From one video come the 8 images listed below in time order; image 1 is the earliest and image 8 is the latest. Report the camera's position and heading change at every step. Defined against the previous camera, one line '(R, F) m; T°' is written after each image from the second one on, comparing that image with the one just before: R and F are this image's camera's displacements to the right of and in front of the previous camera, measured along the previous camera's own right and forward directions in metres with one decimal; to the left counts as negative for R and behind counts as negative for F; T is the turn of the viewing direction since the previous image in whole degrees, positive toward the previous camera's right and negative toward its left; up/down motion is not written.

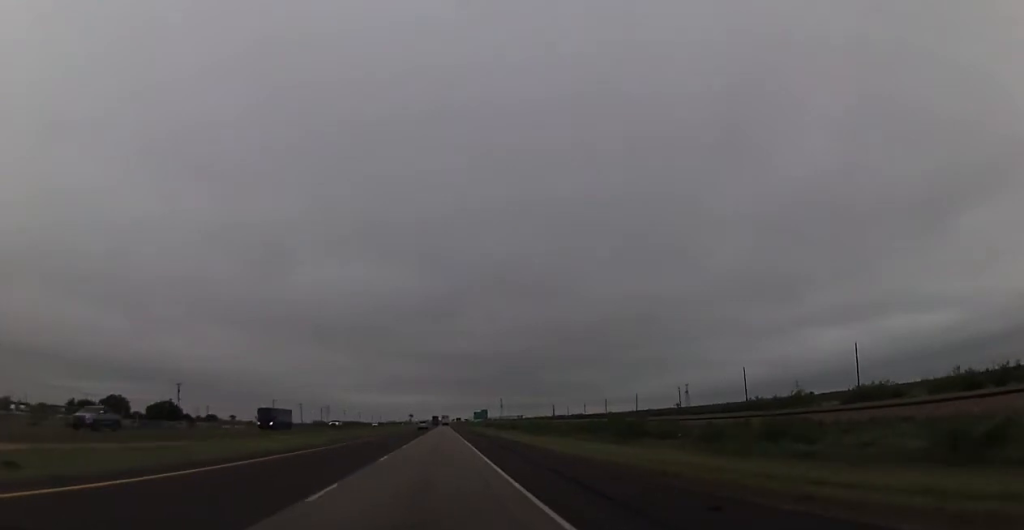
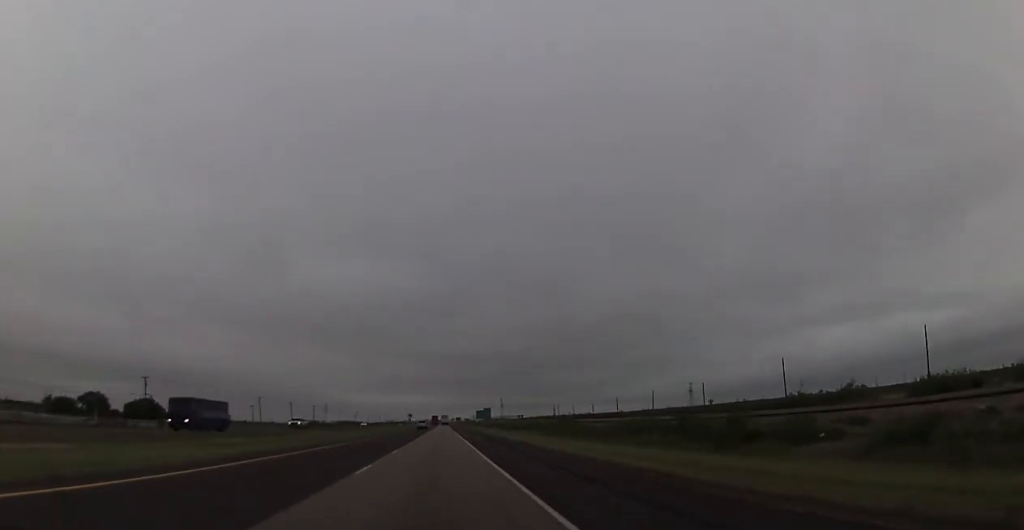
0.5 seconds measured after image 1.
(-0.2, +18.6) m; 0°
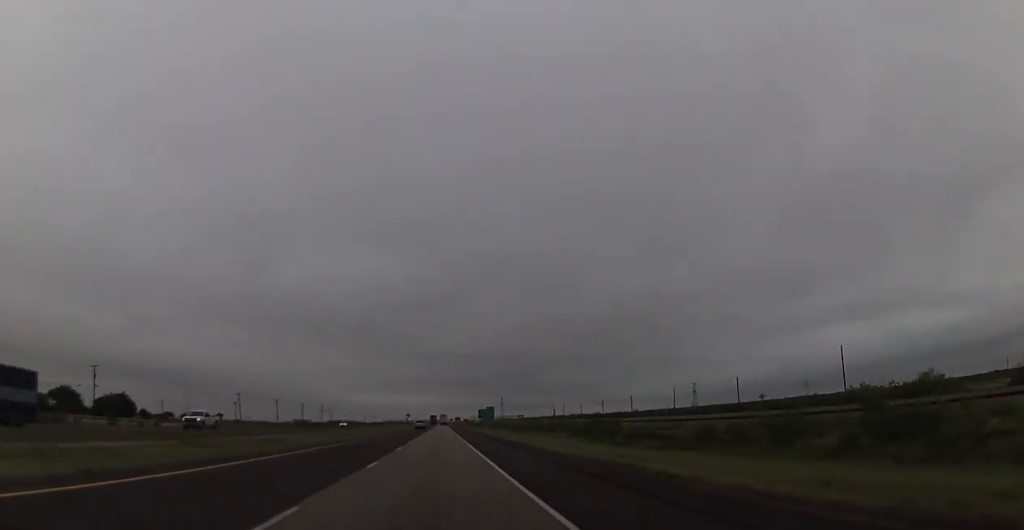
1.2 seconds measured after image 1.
(+0.4, +22.2) m; 0°
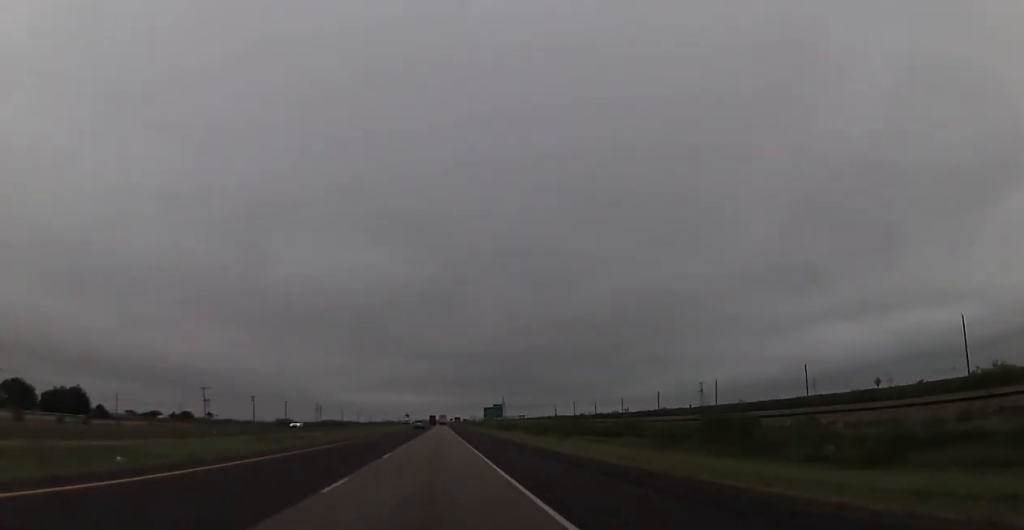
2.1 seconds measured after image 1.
(0.0, +31.4) m; 0°
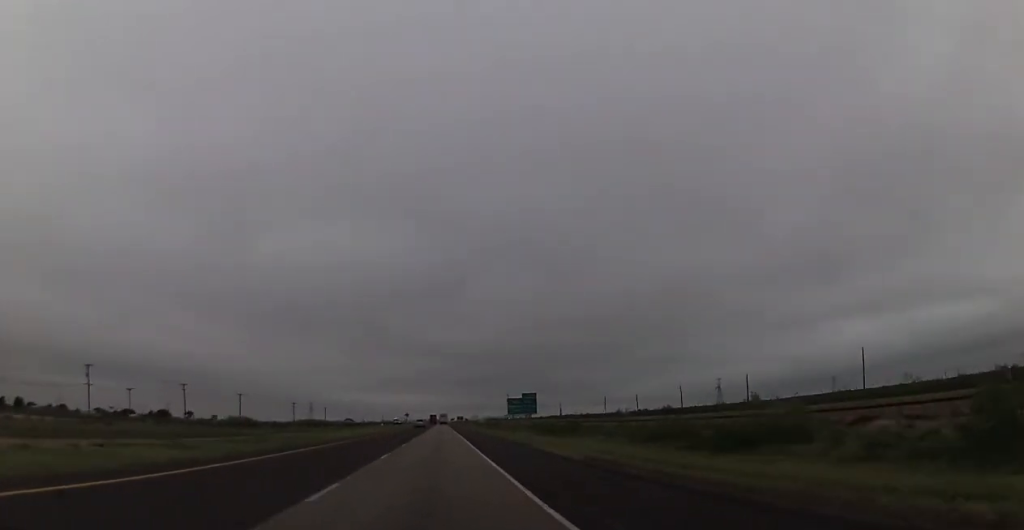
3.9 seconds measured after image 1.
(-0.3, +63.0) m; 0°
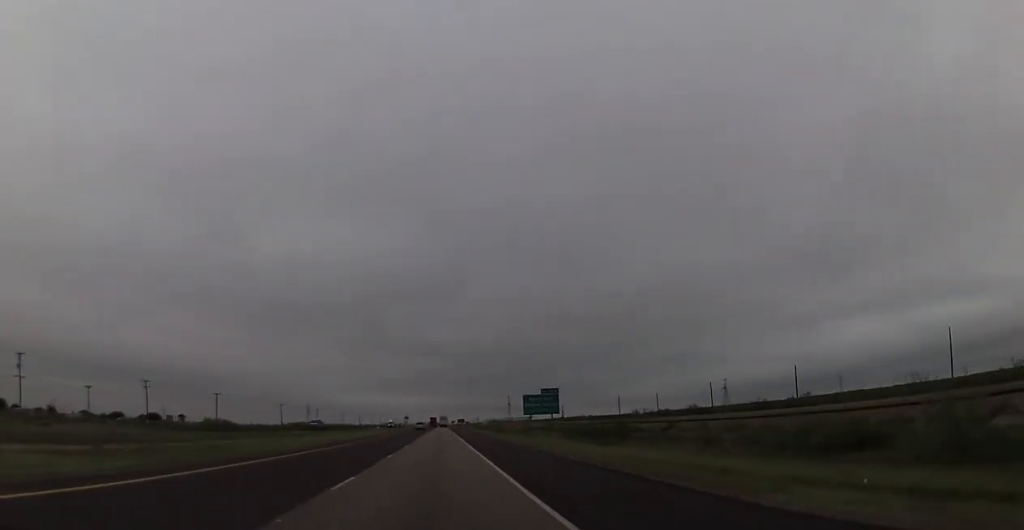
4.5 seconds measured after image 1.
(+0.1, +22.1) m; 0°
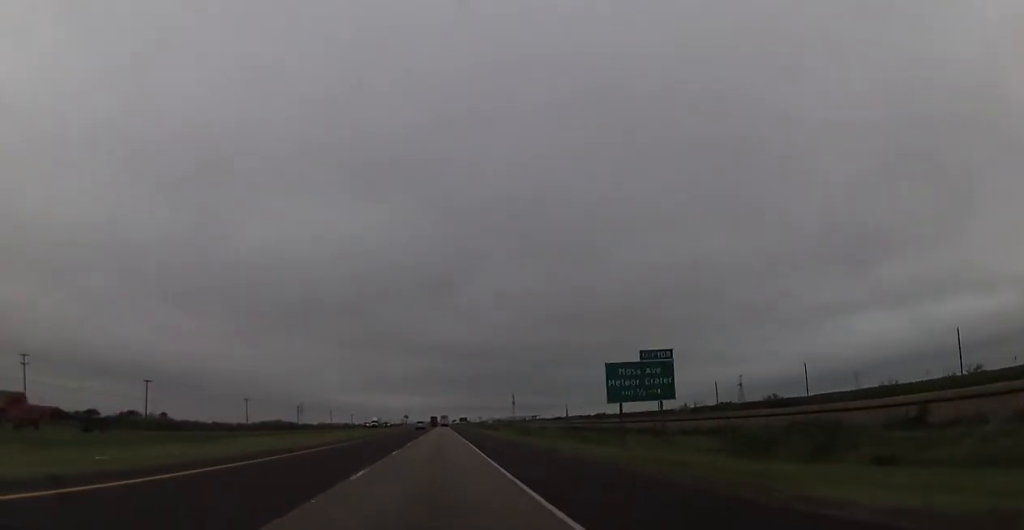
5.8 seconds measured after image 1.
(-0.1, +46.7) m; 0°
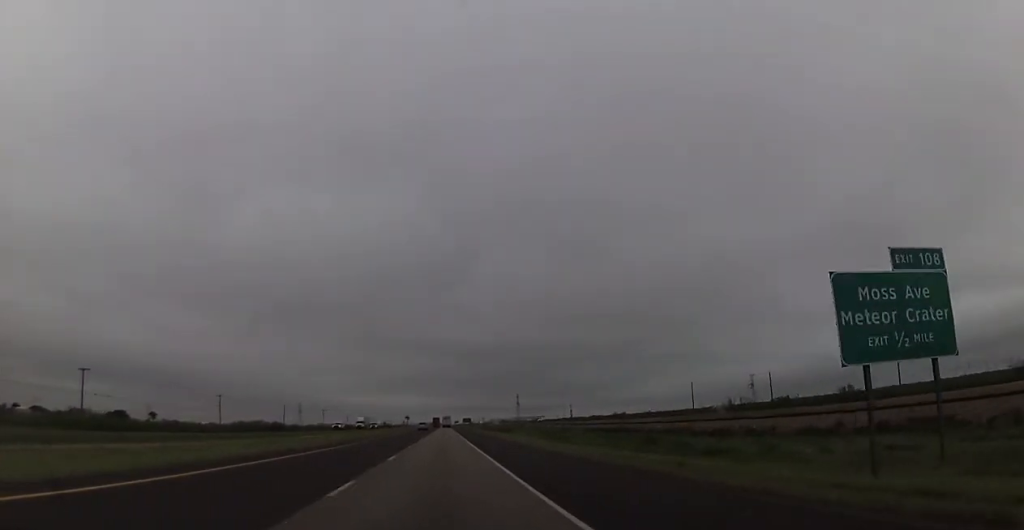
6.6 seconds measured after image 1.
(-0.2, +28.0) m; 0°
